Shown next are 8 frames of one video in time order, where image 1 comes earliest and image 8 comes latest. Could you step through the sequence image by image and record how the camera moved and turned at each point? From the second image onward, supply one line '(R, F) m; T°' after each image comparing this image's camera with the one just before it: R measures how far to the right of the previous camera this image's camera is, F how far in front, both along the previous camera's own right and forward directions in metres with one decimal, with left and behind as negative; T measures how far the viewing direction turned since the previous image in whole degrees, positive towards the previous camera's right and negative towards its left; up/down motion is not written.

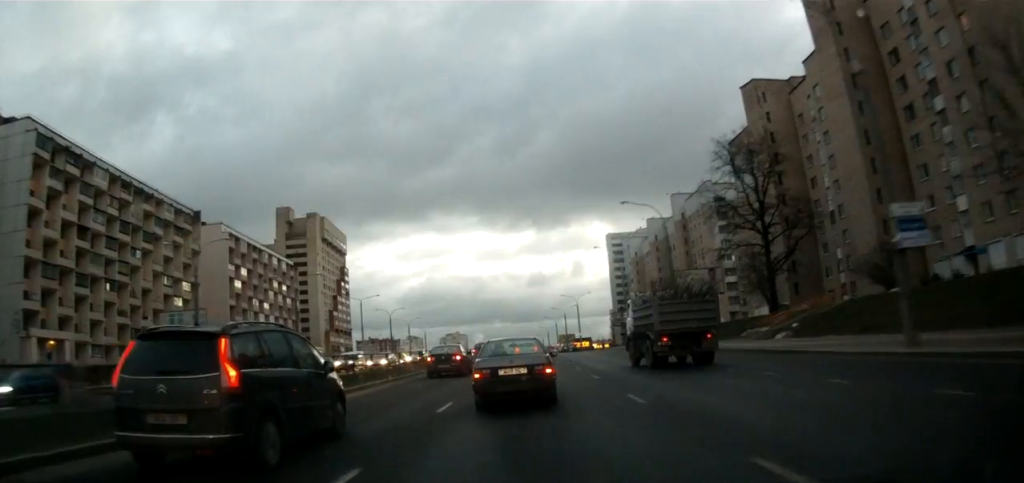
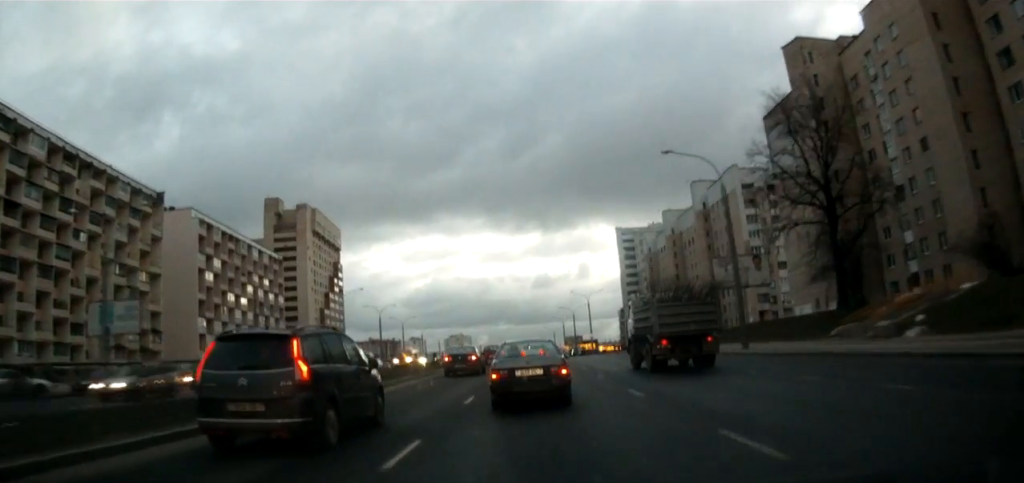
(-0.1, +14.0) m; +3°
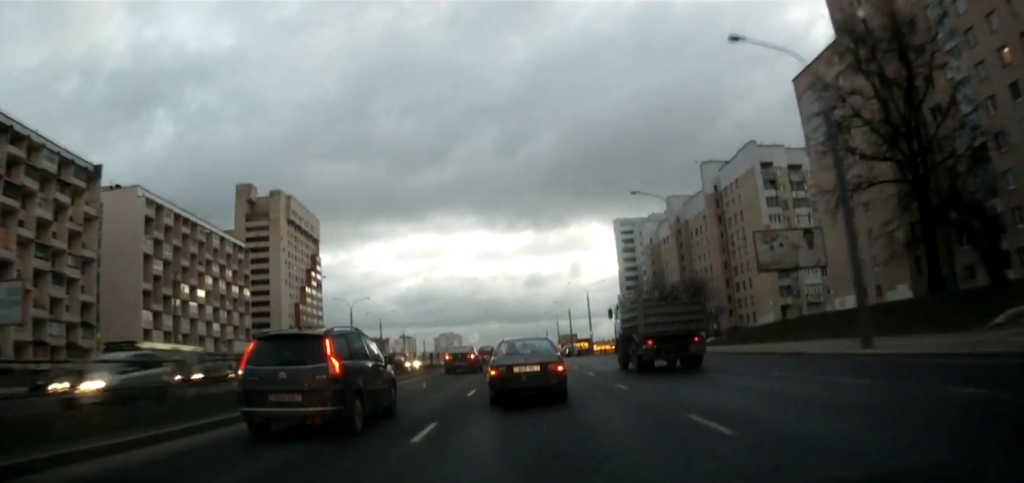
(+0.7, +14.4) m; +1°
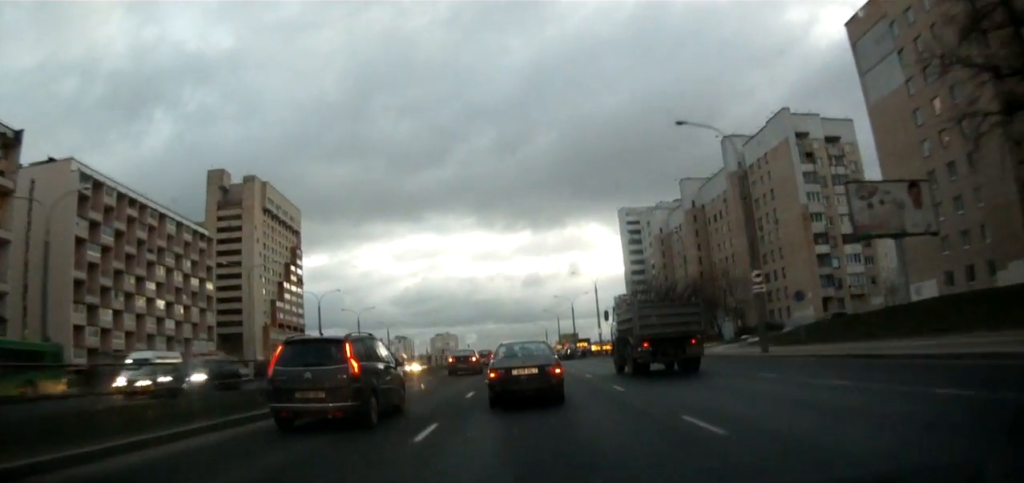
(-0.4, +15.8) m; -1°
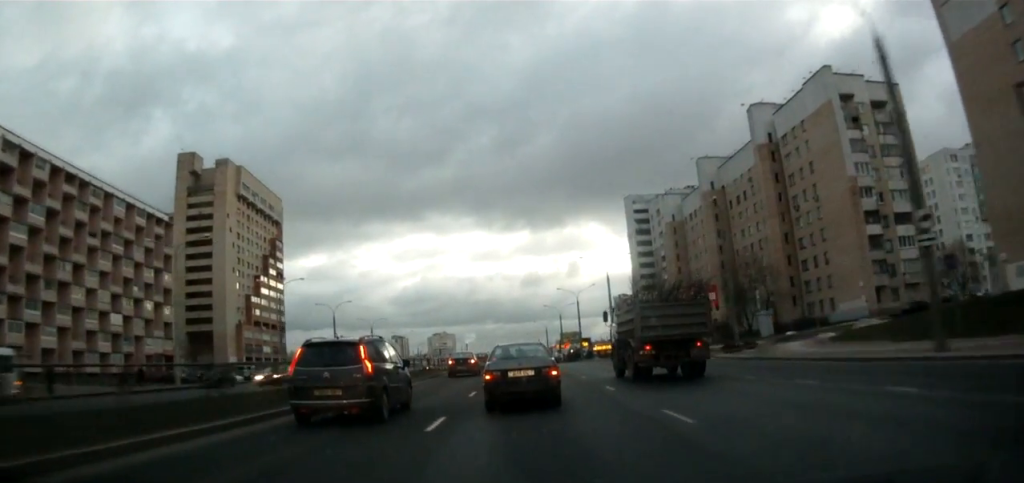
(0.0, +14.3) m; 0°
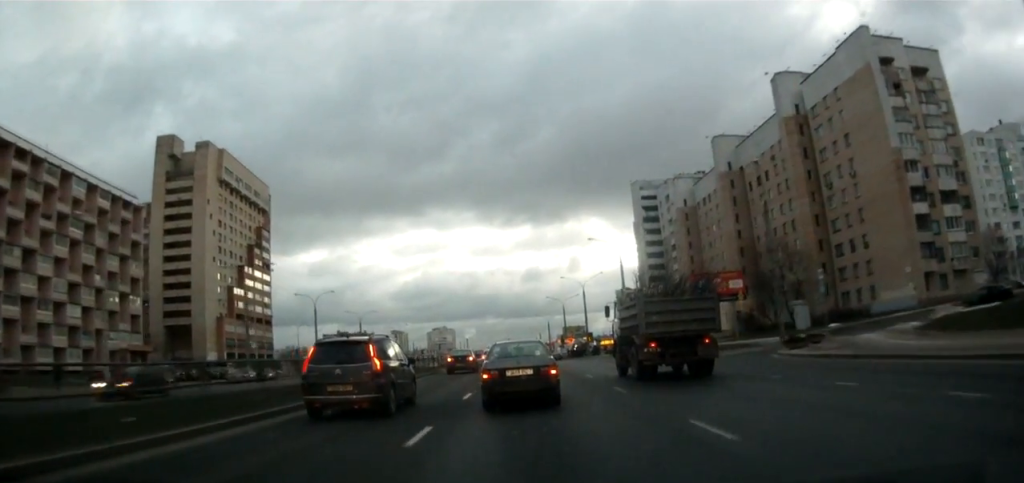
(0.0, +9.2) m; 0°
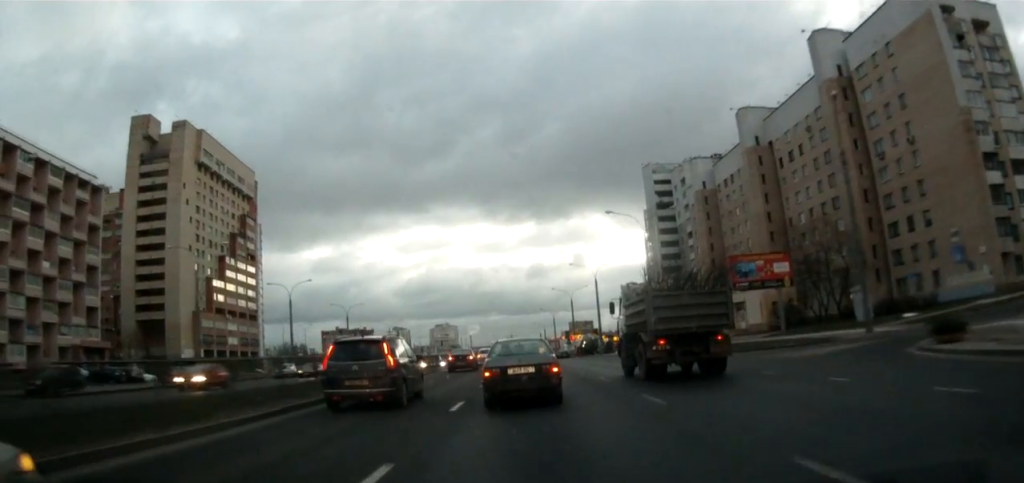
(0.0, +11.6) m; 0°
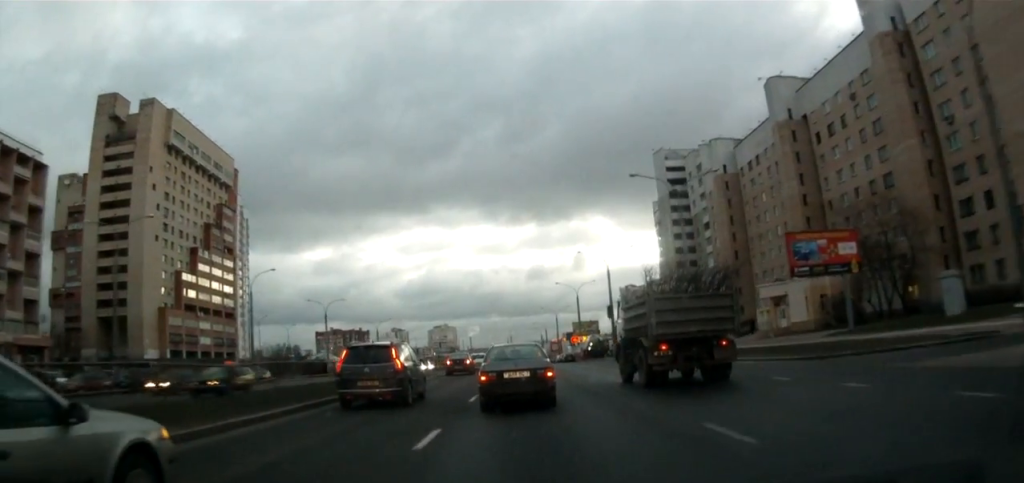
(0.0, +12.7) m; 0°
